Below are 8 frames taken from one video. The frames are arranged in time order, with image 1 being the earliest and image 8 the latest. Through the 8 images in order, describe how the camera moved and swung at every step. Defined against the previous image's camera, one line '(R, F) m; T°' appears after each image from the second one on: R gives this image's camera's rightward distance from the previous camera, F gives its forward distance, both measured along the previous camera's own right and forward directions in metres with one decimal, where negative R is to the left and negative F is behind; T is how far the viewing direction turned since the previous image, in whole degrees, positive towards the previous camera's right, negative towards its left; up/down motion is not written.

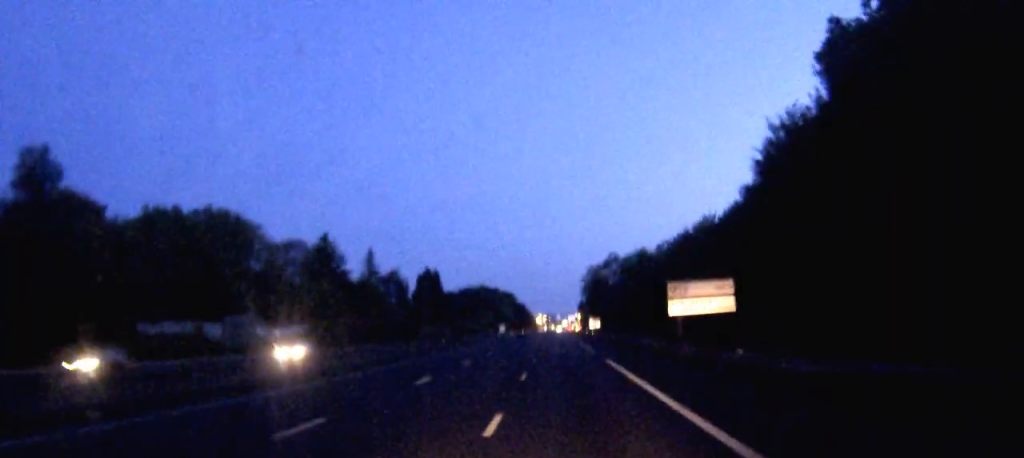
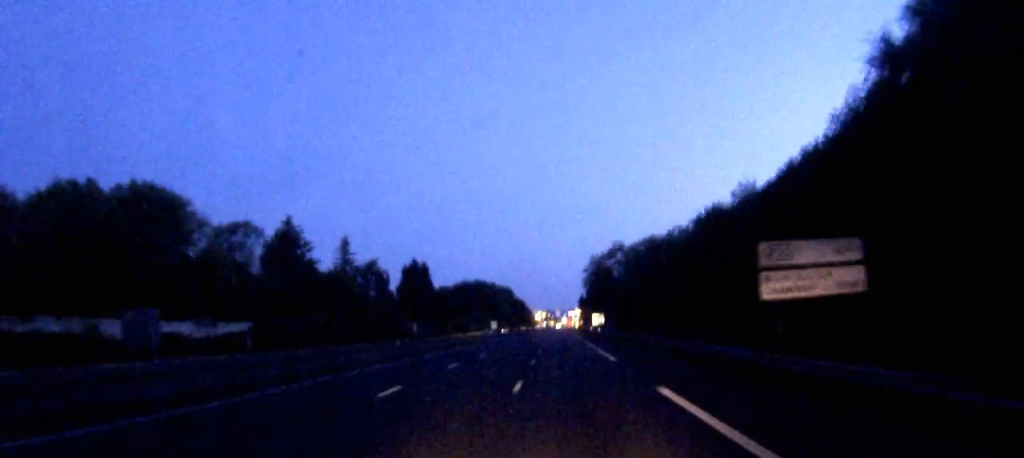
(-0.1, +18.9) m; 0°
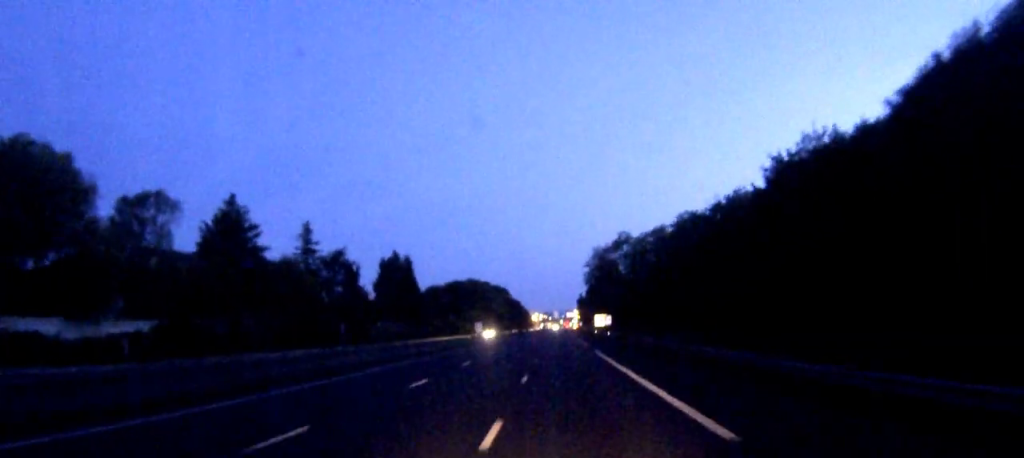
(0.0, +21.4) m; 0°
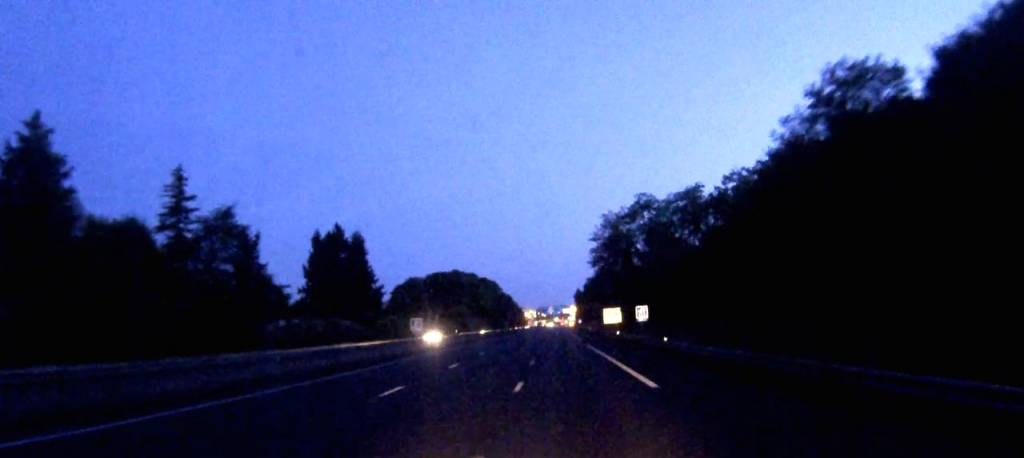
(+0.3, +43.1) m; +1°
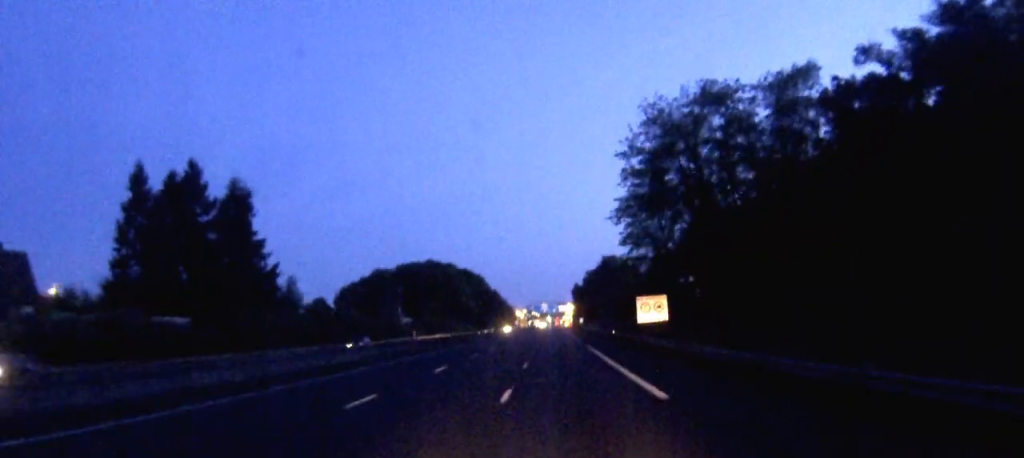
(0.0, +54.5) m; 0°
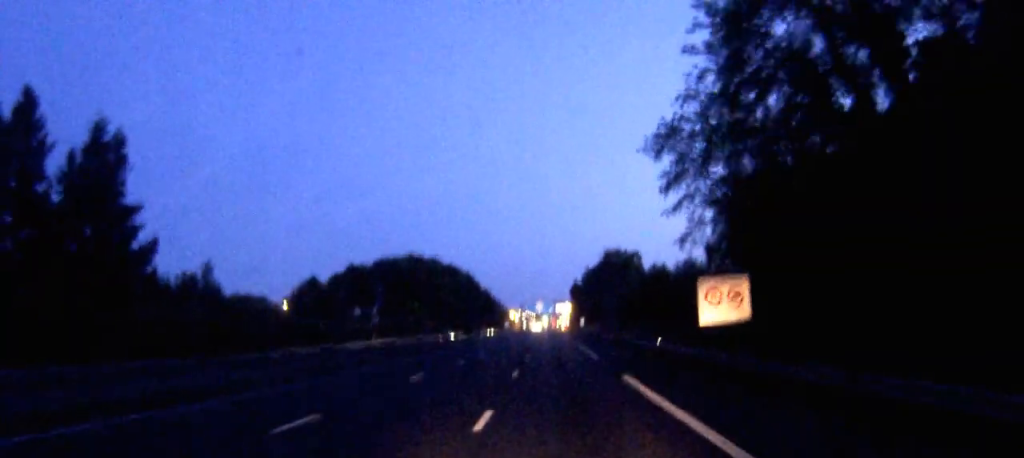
(+0.2, +30.4) m; 0°
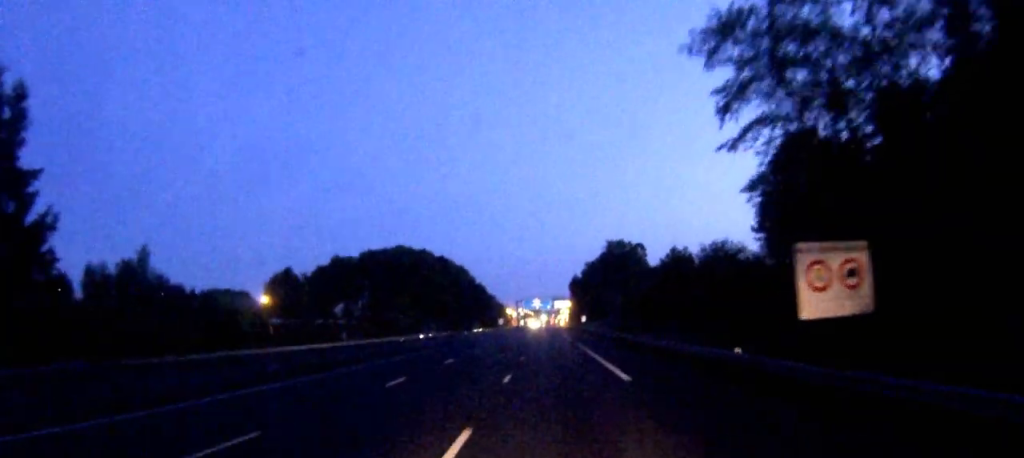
(0.0, +16.1) m; 0°
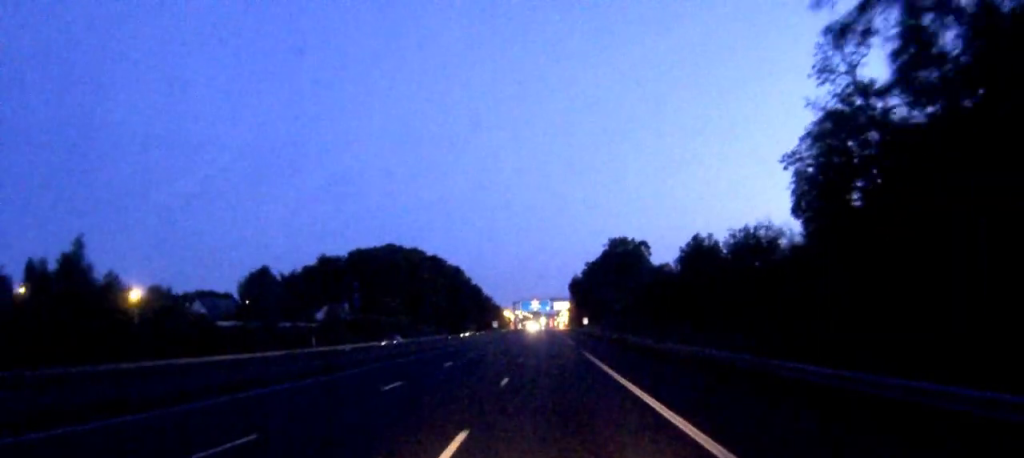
(0.0, +12.8) m; 0°
